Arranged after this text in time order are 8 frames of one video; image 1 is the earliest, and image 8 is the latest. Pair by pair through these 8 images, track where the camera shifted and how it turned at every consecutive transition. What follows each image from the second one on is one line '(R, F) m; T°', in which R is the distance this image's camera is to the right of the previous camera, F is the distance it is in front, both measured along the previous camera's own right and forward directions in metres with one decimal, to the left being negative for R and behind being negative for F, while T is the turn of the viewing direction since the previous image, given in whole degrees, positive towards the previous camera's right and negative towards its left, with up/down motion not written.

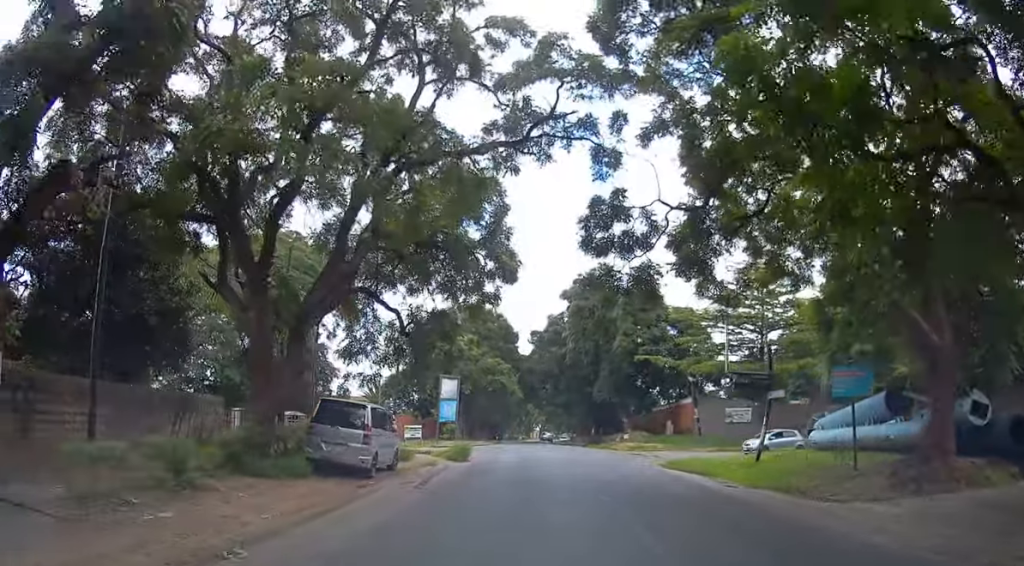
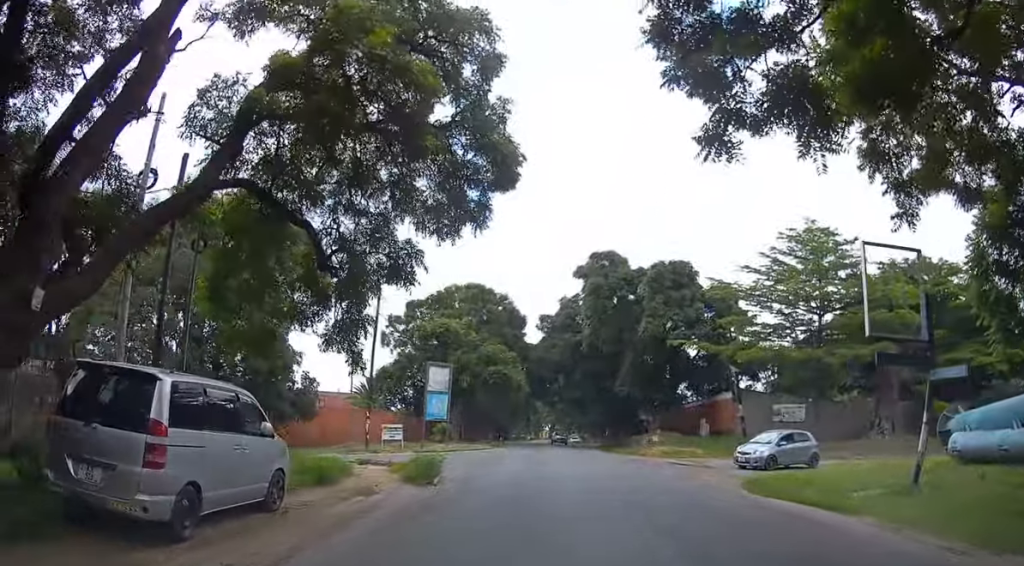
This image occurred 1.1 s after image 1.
(-0.2, +10.3) m; -1°
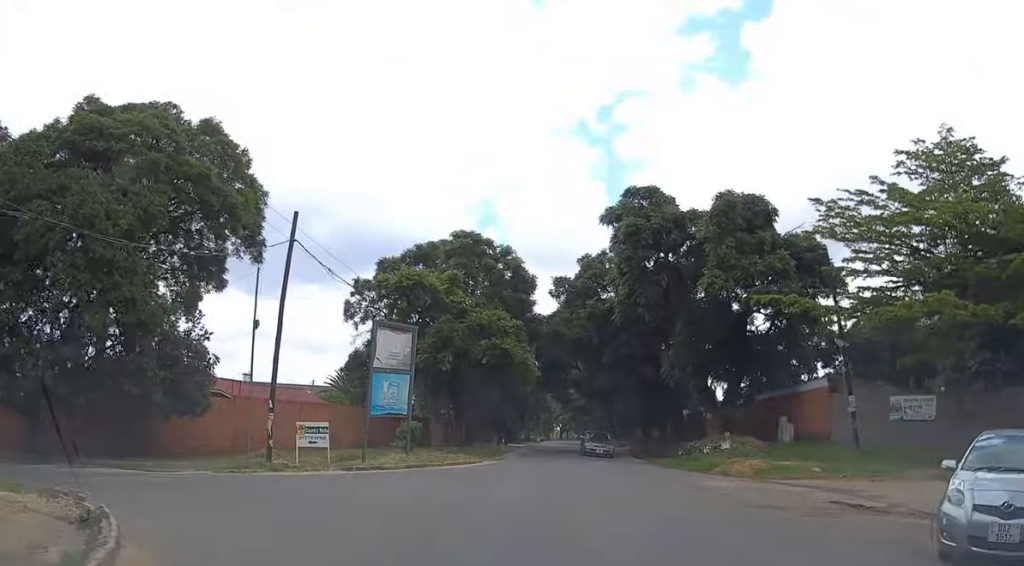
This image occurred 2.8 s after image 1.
(-0.1, +16.1) m; 0°
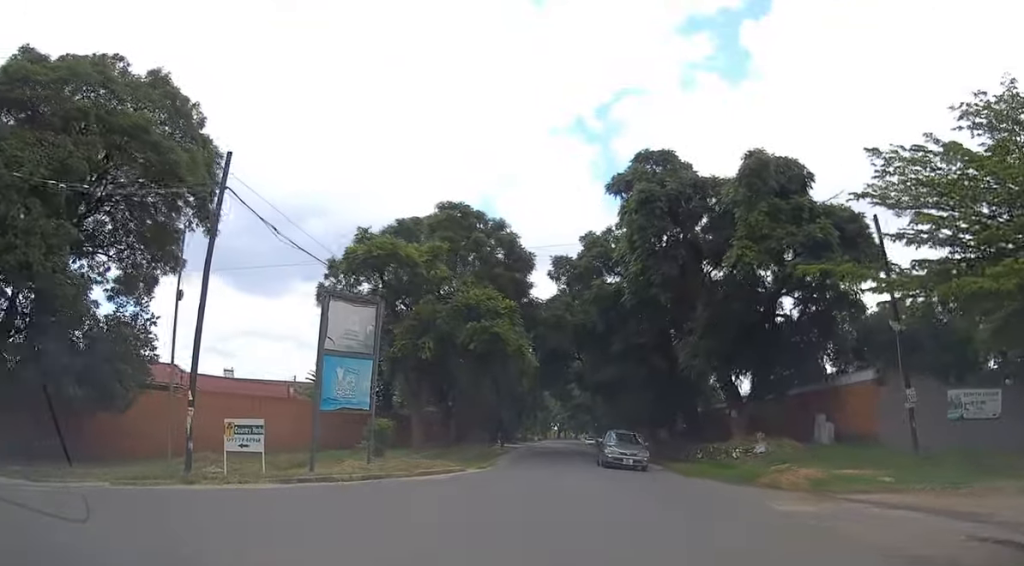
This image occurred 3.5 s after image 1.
(+0.1, +5.7) m; +1°
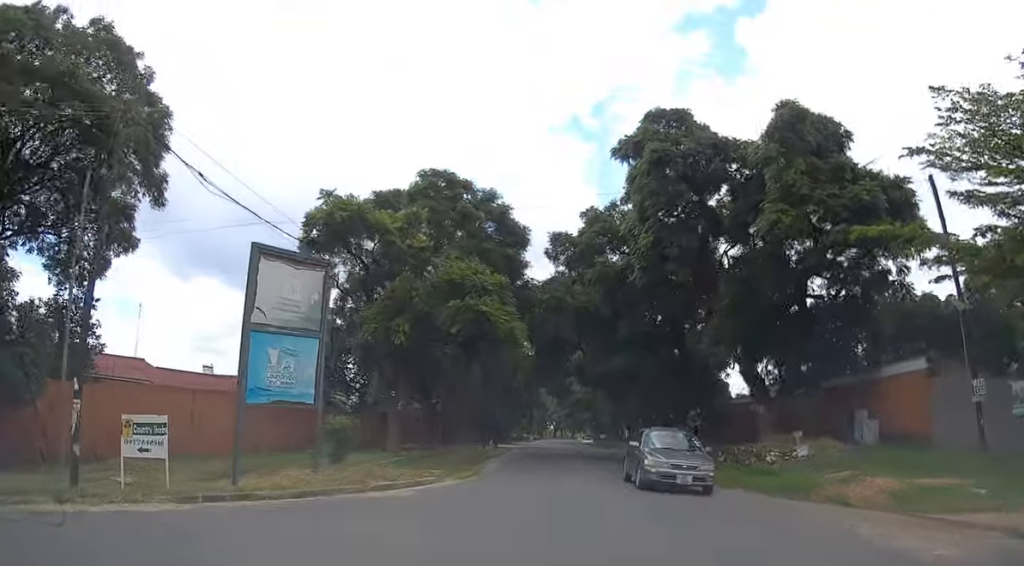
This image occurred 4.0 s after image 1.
(0.0, +5.0) m; 0°
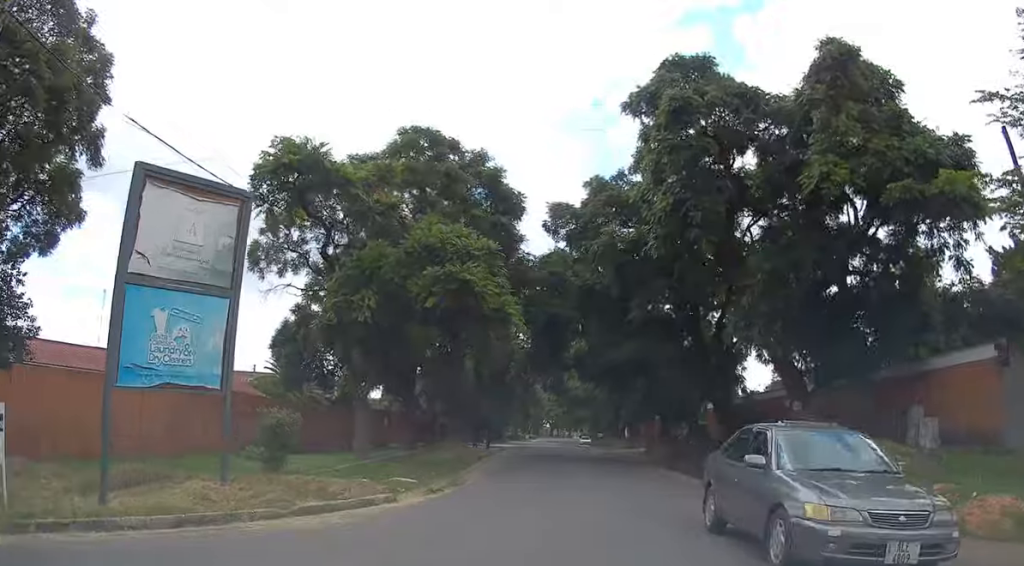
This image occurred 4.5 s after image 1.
(0.0, +4.9) m; 0°
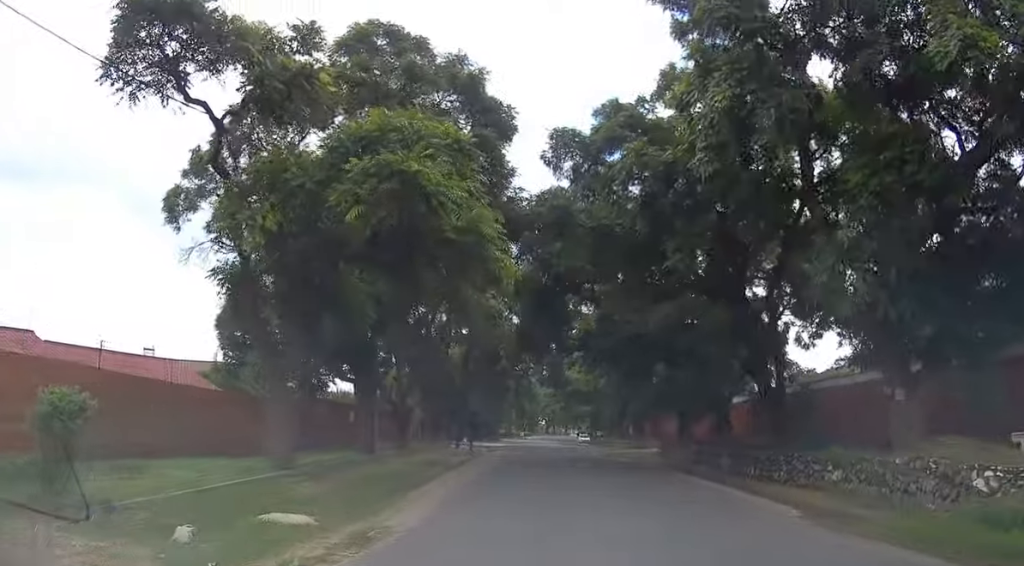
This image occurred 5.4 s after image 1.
(0.0, +8.2) m; +1°
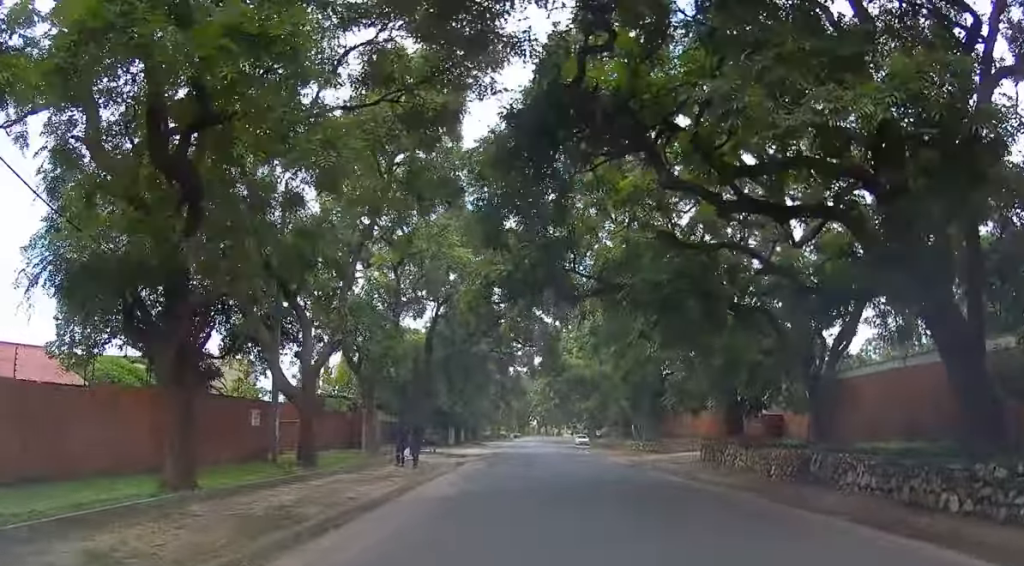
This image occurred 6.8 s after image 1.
(+0.3, +13.7) m; 0°
